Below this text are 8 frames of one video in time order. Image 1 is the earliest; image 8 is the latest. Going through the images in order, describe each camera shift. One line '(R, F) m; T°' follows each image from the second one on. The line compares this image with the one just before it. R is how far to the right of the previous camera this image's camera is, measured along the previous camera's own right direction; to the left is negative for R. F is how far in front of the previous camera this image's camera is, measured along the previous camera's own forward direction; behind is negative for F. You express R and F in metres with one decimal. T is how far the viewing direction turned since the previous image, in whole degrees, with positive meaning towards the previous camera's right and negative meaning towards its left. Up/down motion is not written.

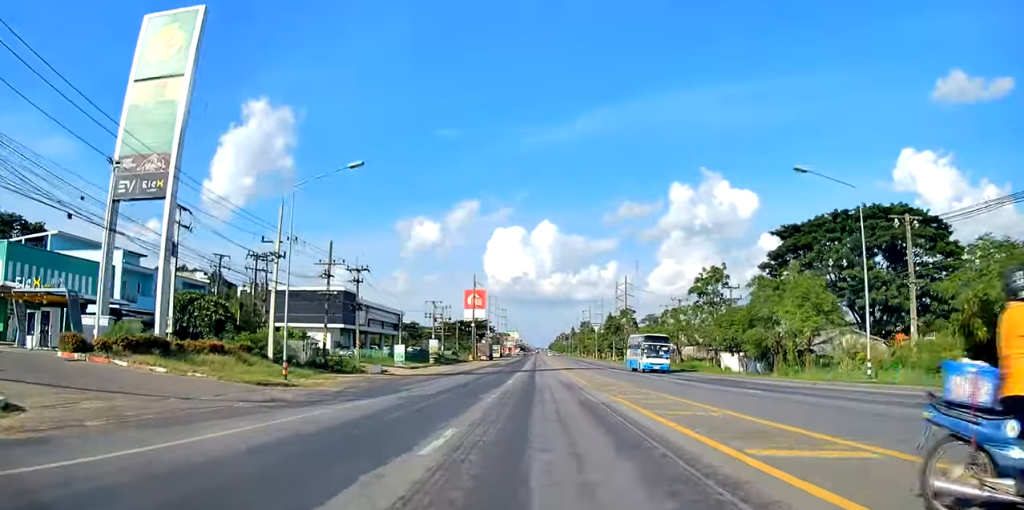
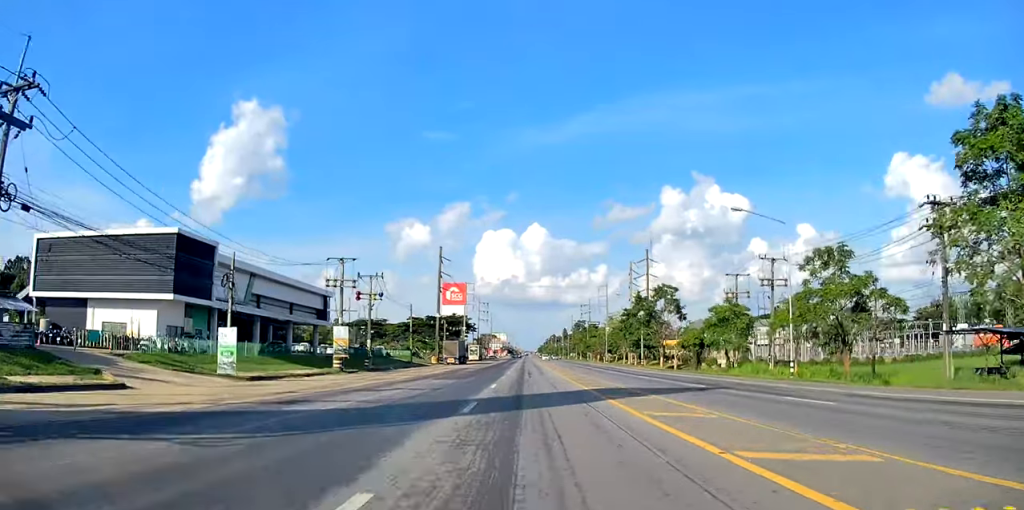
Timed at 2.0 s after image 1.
(0.0, +41.9) m; 0°
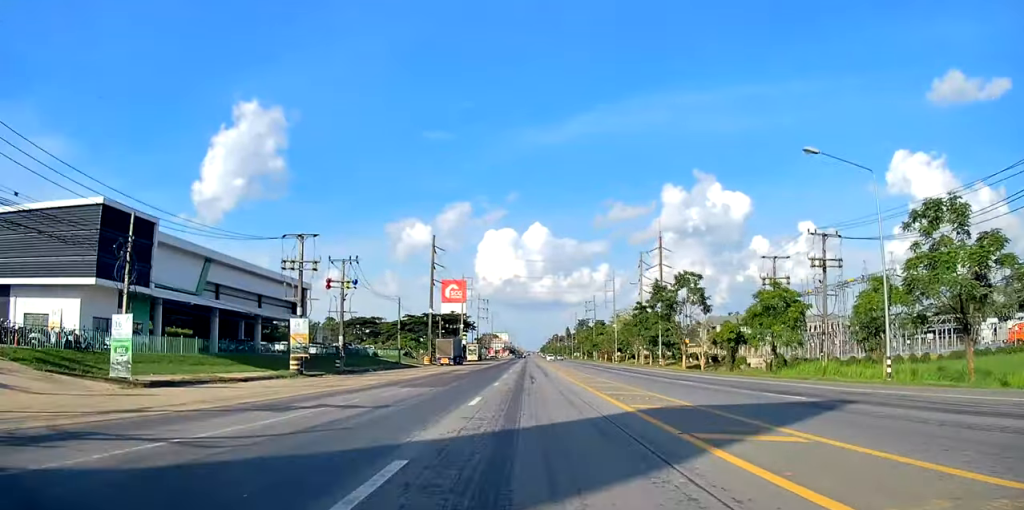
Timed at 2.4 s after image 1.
(0.0, +9.6) m; 0°
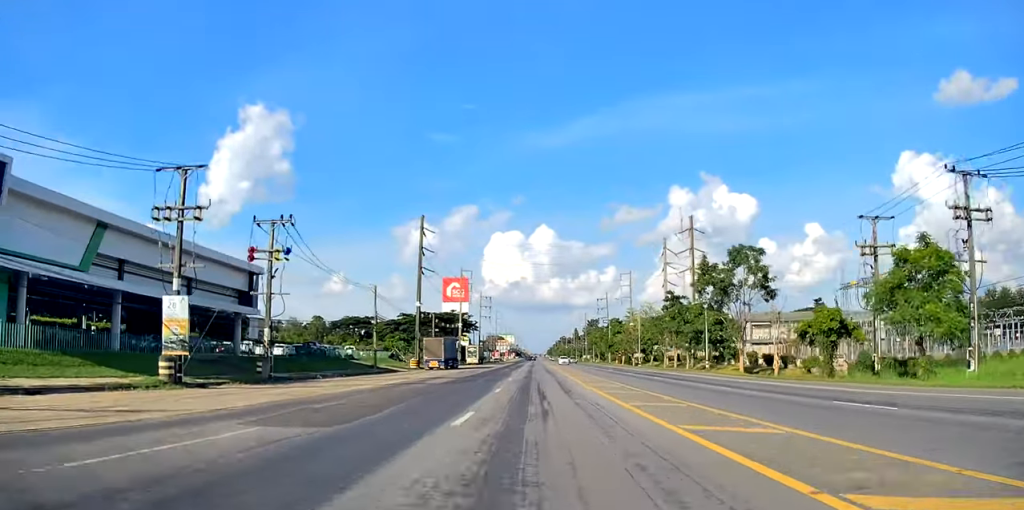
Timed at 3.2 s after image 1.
(0.0, +16.4) m; -2°
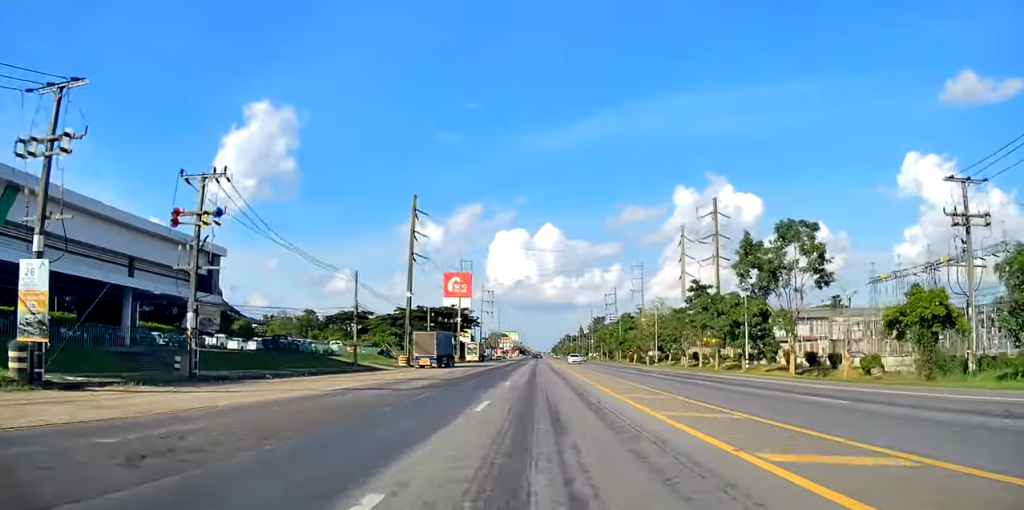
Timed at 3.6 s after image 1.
(-0.3, +9.3) m; 0°
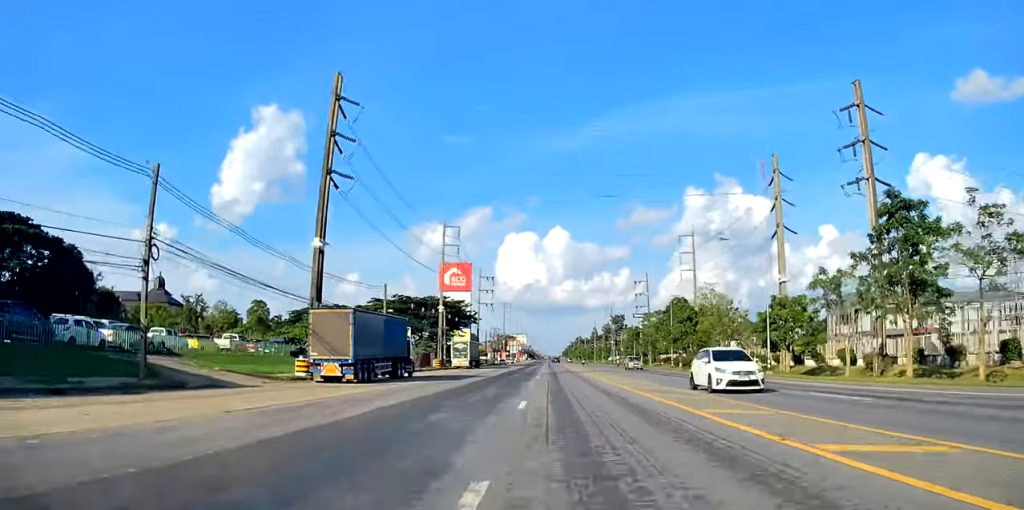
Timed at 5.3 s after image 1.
(0.0, +35.8) m; +1°
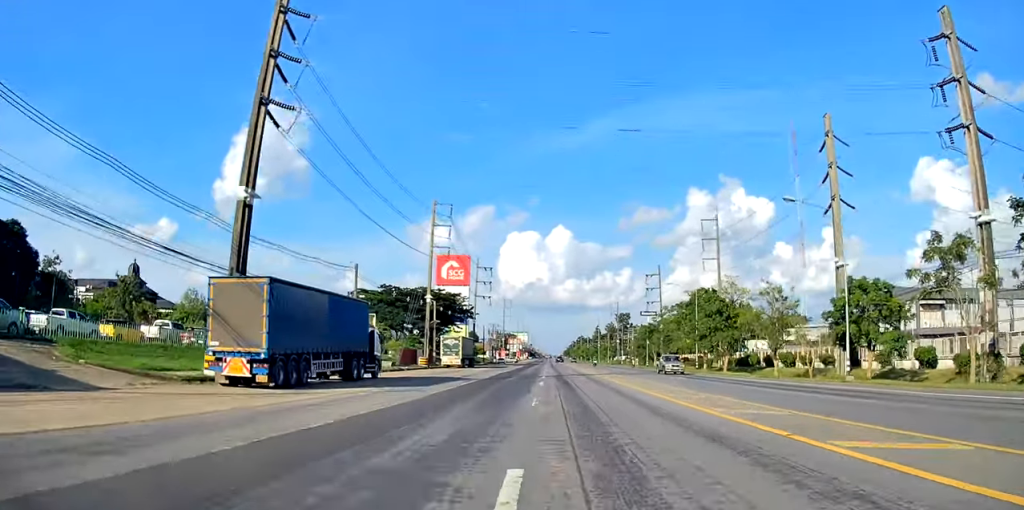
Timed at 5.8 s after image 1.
(0.0, +10.8) m; -1°
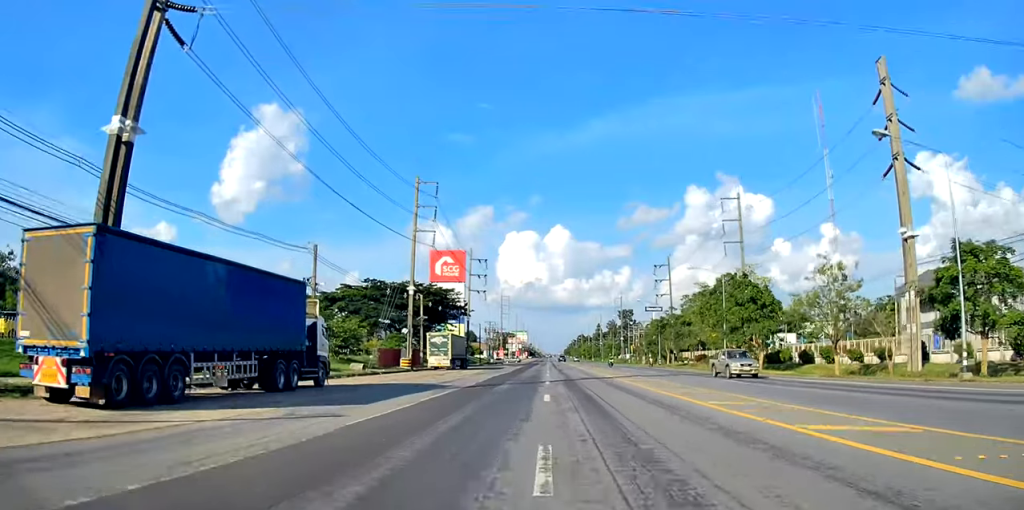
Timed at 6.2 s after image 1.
(+0.1, +10.1) m; -1°
